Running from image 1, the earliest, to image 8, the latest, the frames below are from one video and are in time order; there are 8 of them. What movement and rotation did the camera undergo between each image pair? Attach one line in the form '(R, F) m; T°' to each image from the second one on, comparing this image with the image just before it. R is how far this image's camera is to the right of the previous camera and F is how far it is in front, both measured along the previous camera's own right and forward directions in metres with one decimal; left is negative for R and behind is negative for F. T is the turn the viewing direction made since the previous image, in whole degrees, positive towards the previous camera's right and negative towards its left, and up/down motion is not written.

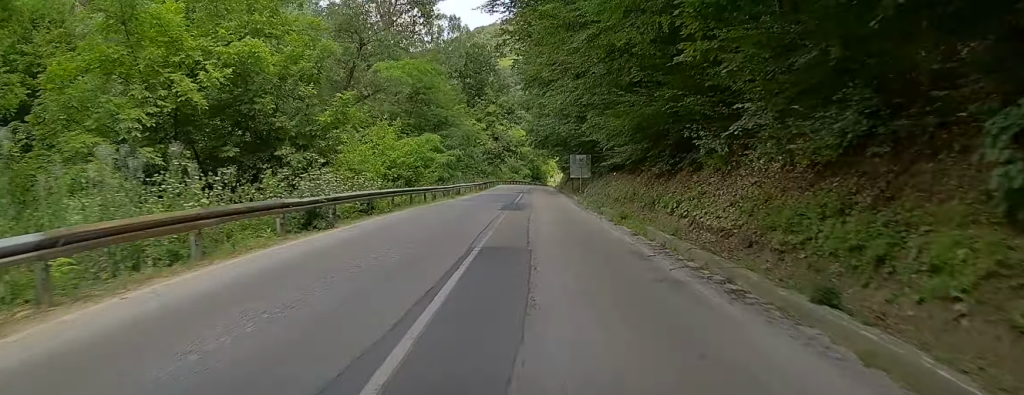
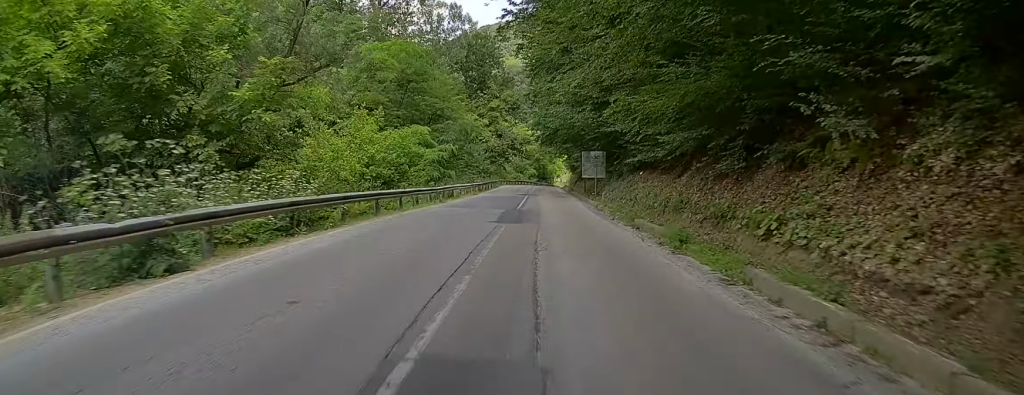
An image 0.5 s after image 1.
(-0.3, +7.7) m; +1°
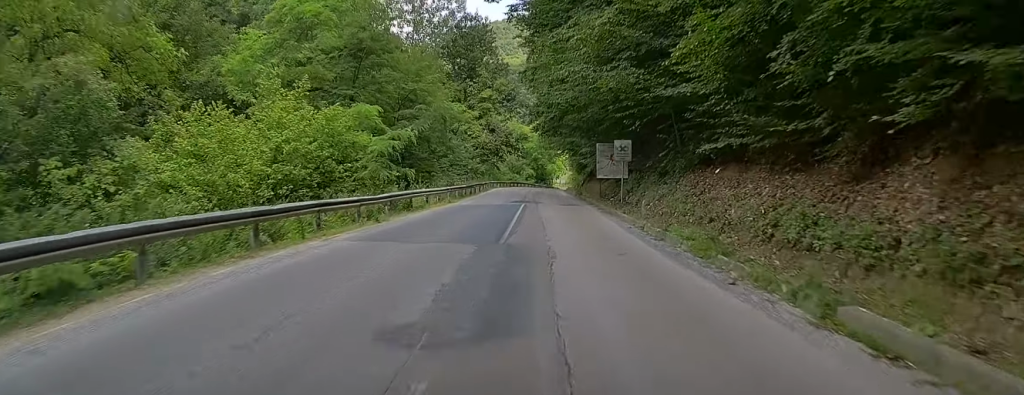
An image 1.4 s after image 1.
(+0.1, +13.8) m; +2°
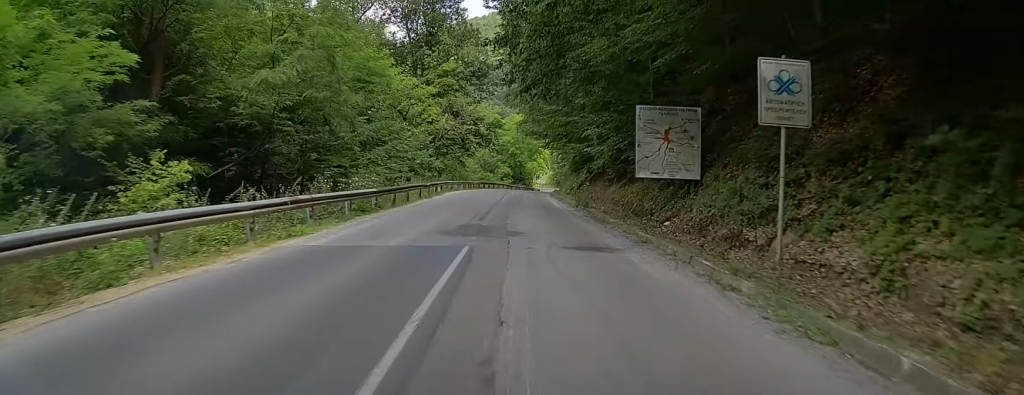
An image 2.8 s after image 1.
(+0.7, +21.7) m; +2°
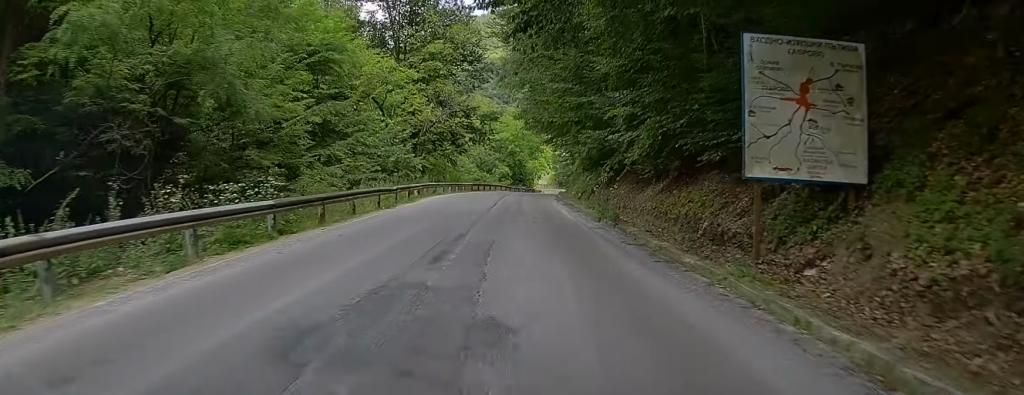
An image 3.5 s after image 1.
(0.0, +10.1) m; 0°
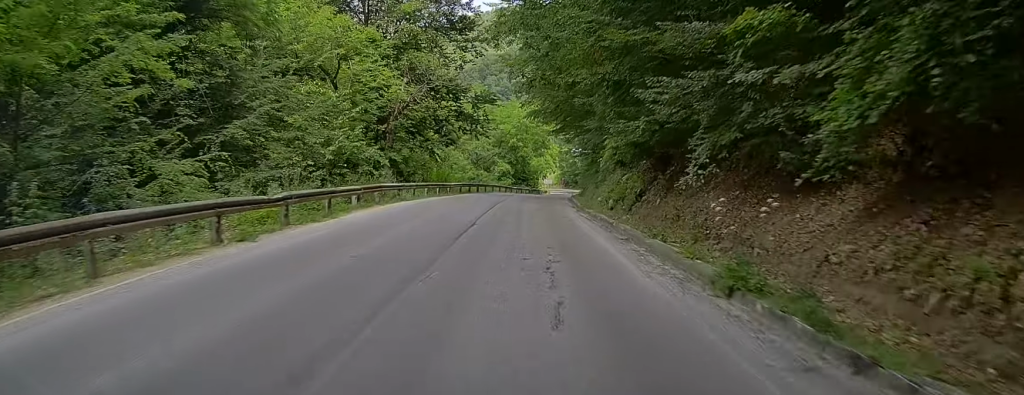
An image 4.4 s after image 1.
(0.0, +14.0) m; 0°
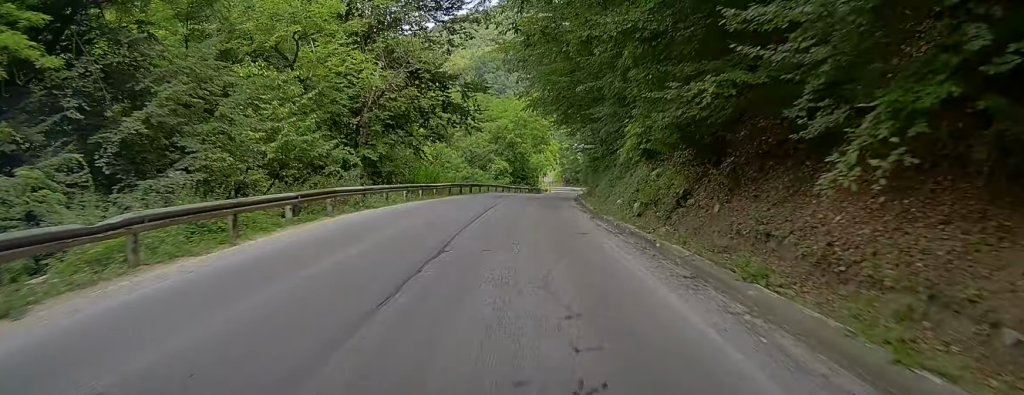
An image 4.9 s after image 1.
(0.0, +6.5) m; 0°
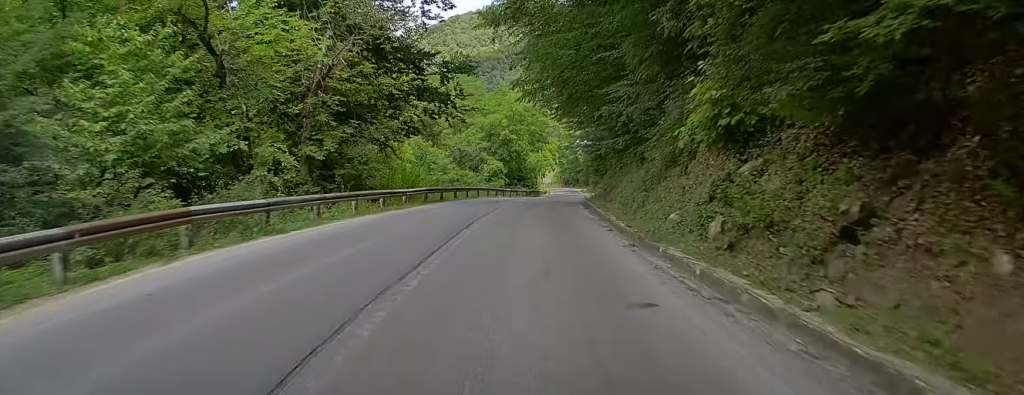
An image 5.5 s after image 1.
(0.0, +8.8) m; +1°
